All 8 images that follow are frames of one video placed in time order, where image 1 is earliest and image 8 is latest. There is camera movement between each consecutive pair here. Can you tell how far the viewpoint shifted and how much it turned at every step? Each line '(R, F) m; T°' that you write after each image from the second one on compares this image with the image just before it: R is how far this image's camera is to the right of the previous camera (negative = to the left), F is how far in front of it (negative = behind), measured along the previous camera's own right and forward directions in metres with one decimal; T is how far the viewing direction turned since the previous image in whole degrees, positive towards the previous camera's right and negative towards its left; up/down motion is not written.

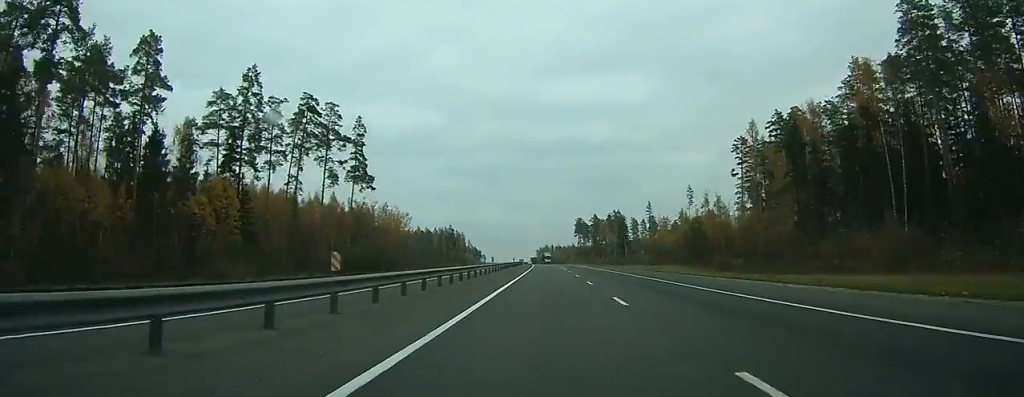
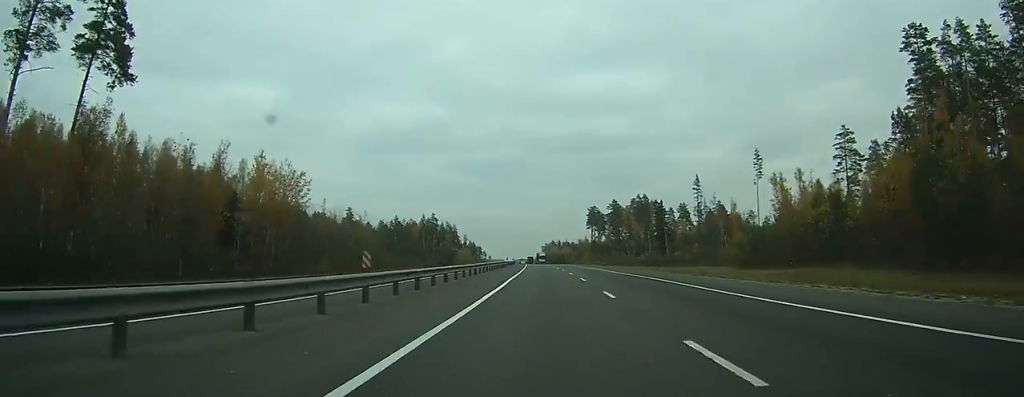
(-0.4, +70.1) m; -1°
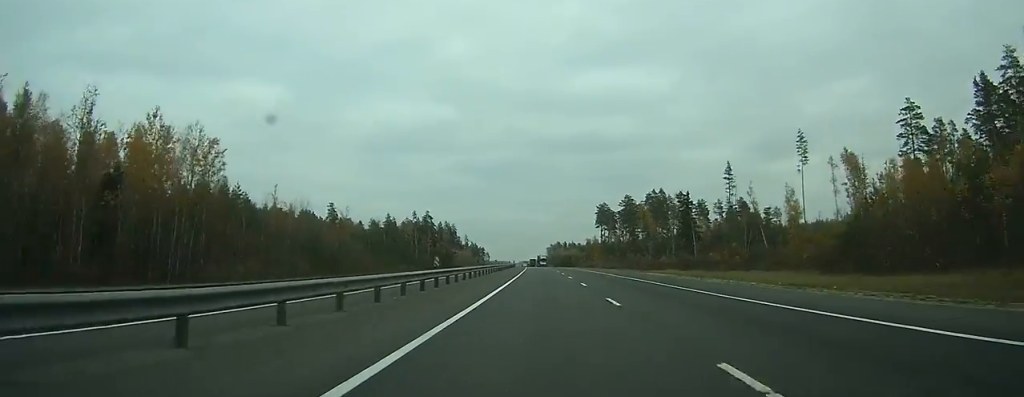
(-0.2, +24.6) m; -1°
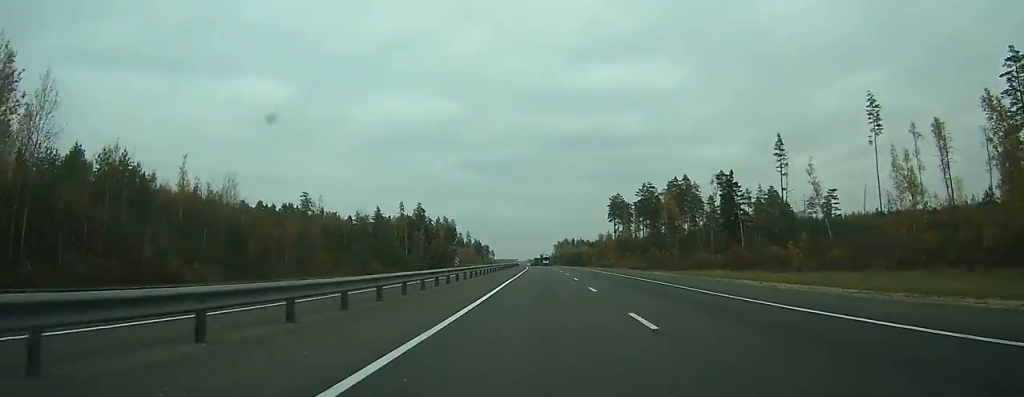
(0.0, +28.2) m; -1°
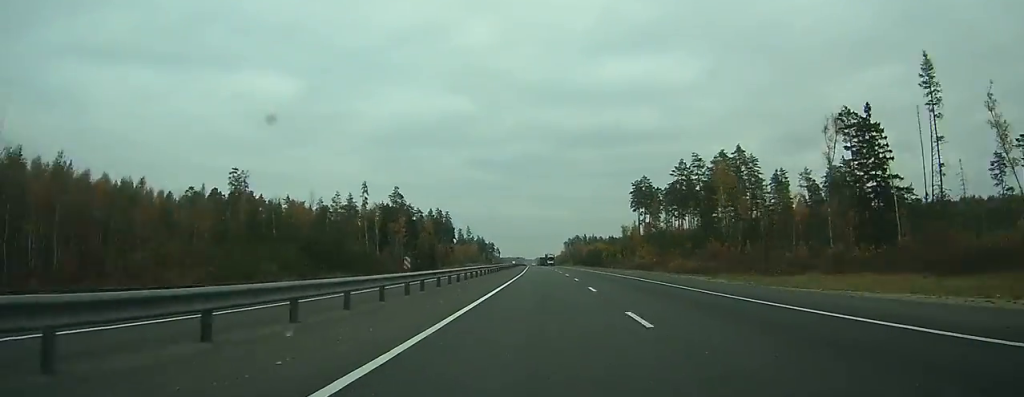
(-0.4, +45.1) m; -1°
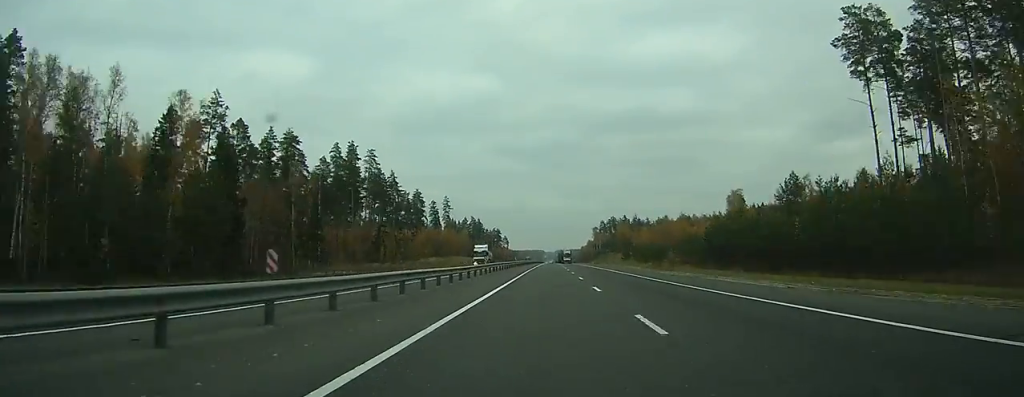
(-2.2, +154.5) m; -1°
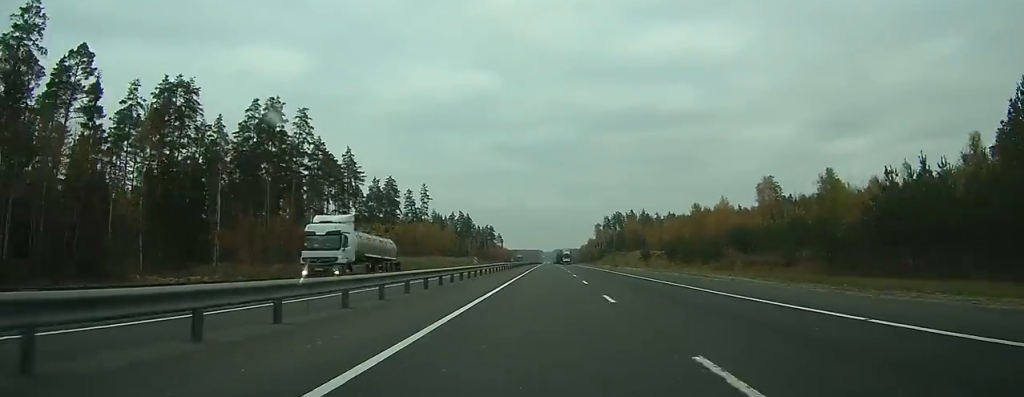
(-0.1, +40.7) m; 0°
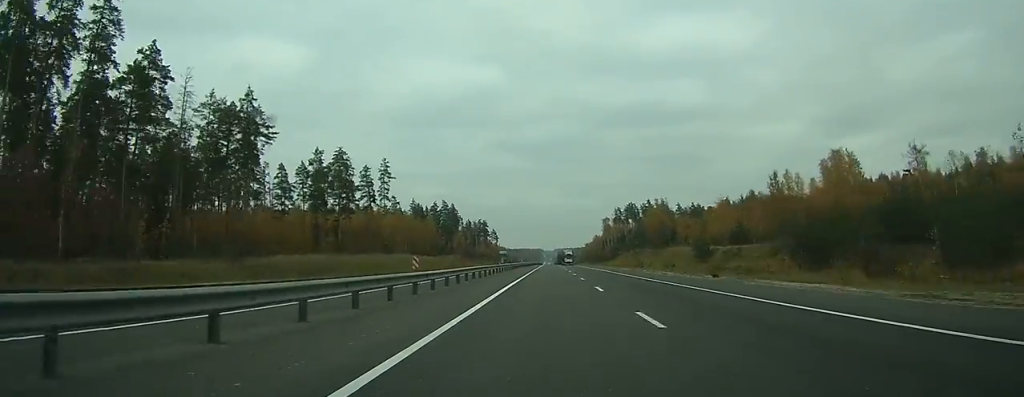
(-0.1, +54.8) m; 0°
